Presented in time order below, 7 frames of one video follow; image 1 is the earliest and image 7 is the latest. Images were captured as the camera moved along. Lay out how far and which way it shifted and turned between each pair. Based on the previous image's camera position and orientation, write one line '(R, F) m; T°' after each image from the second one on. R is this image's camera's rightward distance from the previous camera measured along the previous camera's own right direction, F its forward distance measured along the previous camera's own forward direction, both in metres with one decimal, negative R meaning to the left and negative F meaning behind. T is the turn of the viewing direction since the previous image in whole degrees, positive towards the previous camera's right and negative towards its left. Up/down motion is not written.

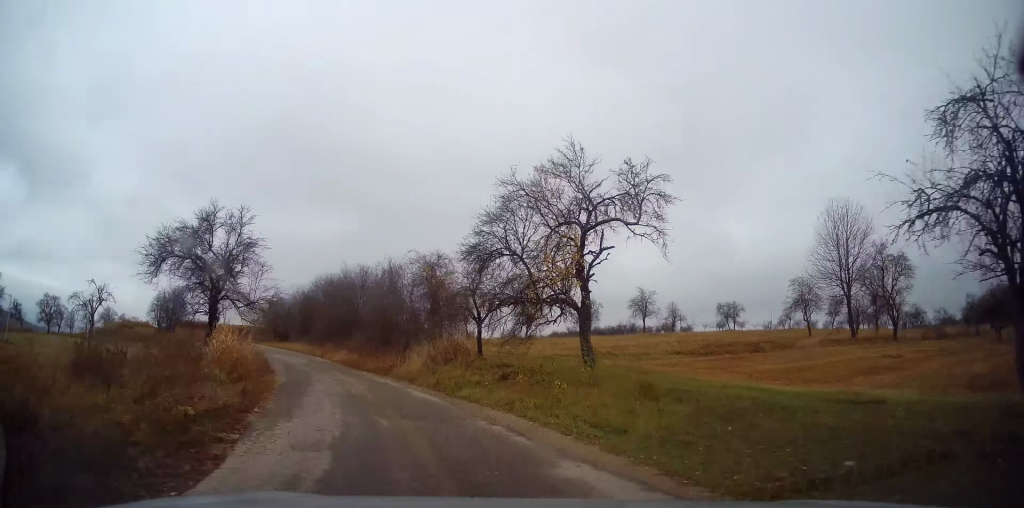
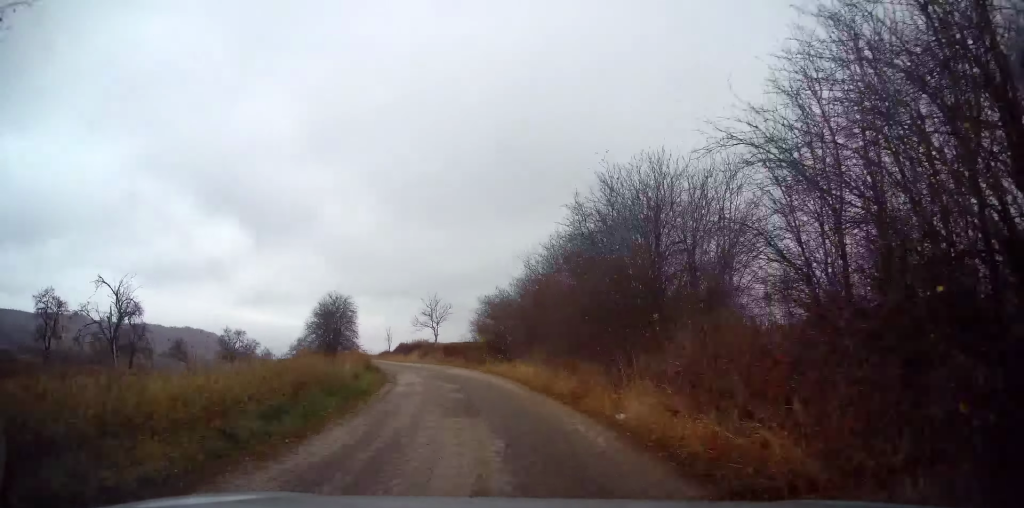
(-4.6, +19.5) m; -28°
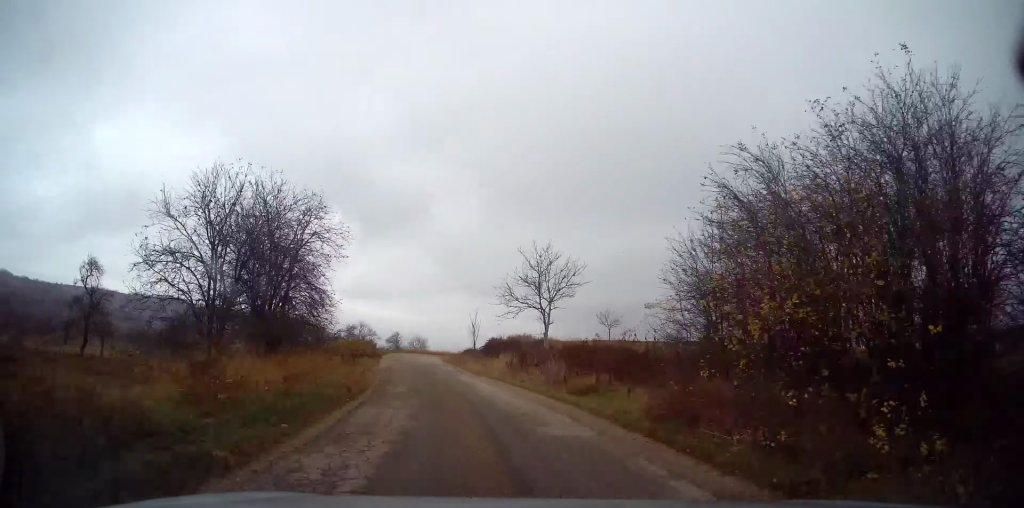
(-4.1, +24.4) m; -15°
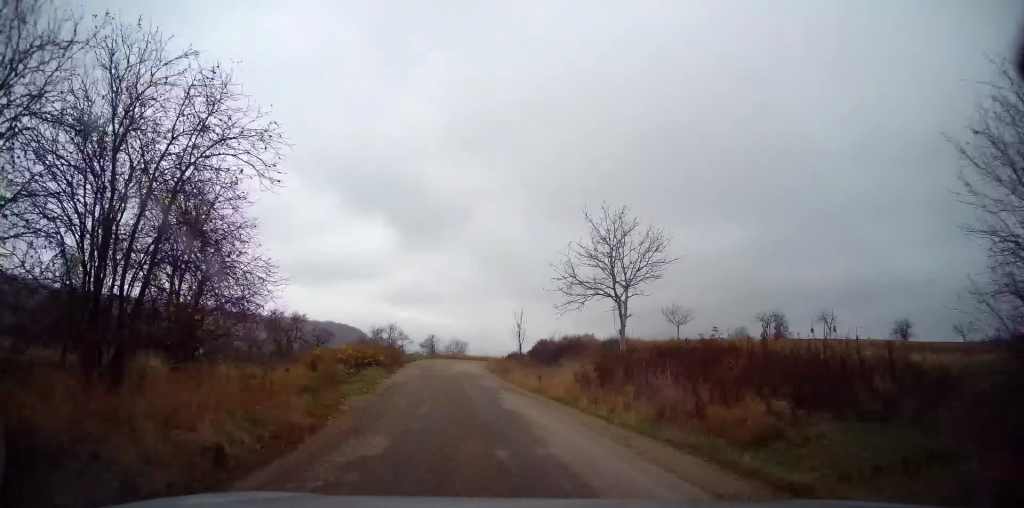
(-0.2, +7.8) m; -4°
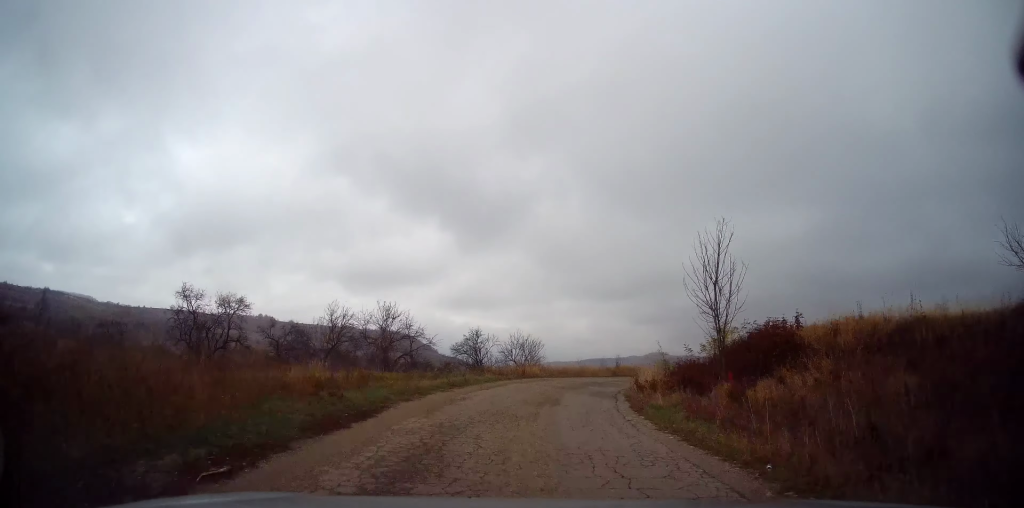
(-3.5, +29.5) m; -9°
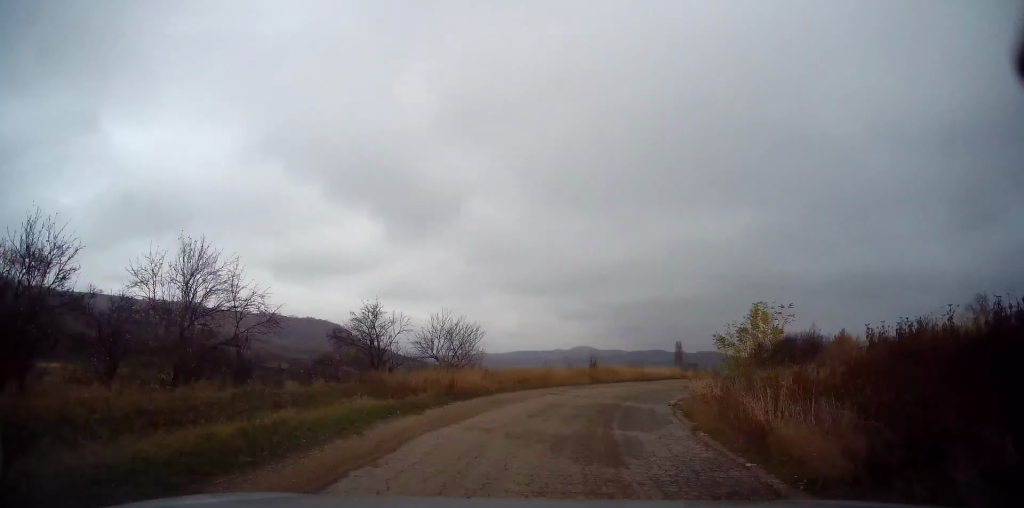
(+0.1, +14.1) m; +7°
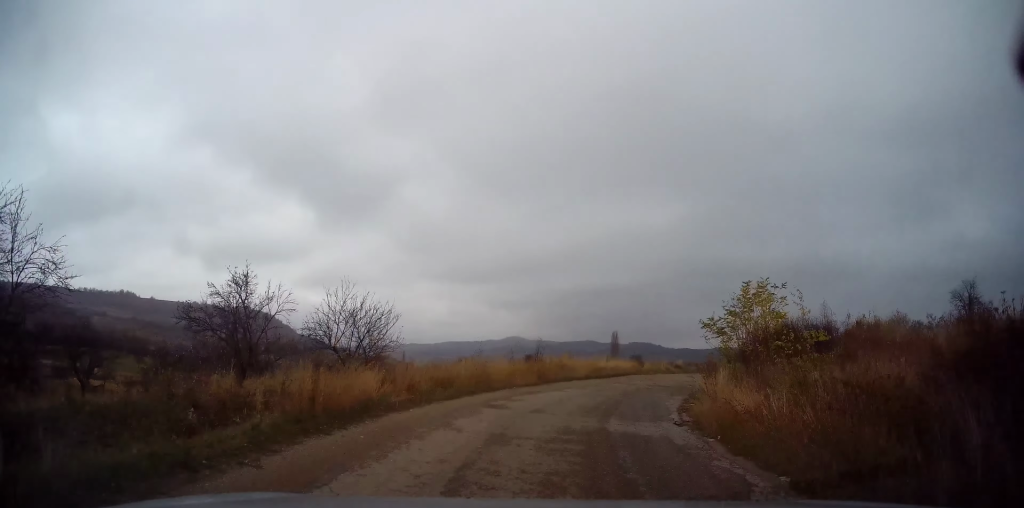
(+0.1, +6.1) m; +7°
